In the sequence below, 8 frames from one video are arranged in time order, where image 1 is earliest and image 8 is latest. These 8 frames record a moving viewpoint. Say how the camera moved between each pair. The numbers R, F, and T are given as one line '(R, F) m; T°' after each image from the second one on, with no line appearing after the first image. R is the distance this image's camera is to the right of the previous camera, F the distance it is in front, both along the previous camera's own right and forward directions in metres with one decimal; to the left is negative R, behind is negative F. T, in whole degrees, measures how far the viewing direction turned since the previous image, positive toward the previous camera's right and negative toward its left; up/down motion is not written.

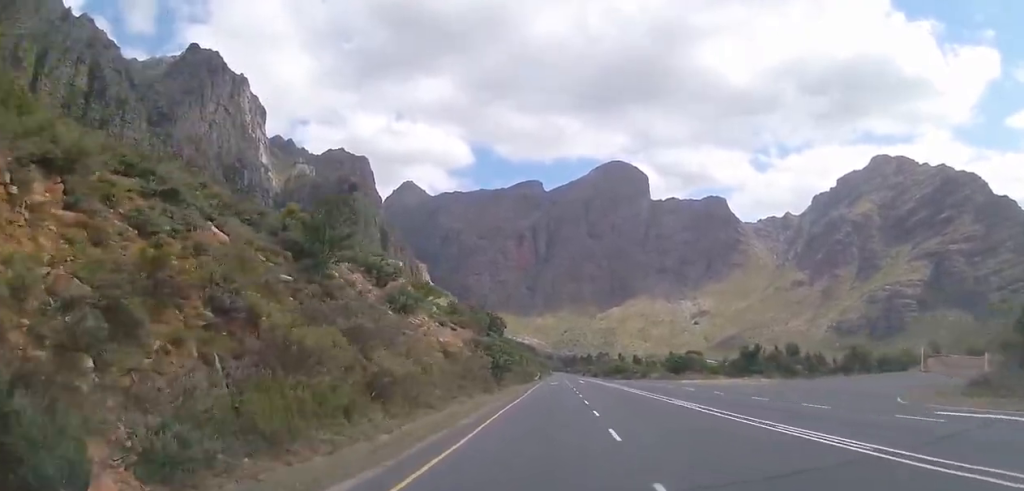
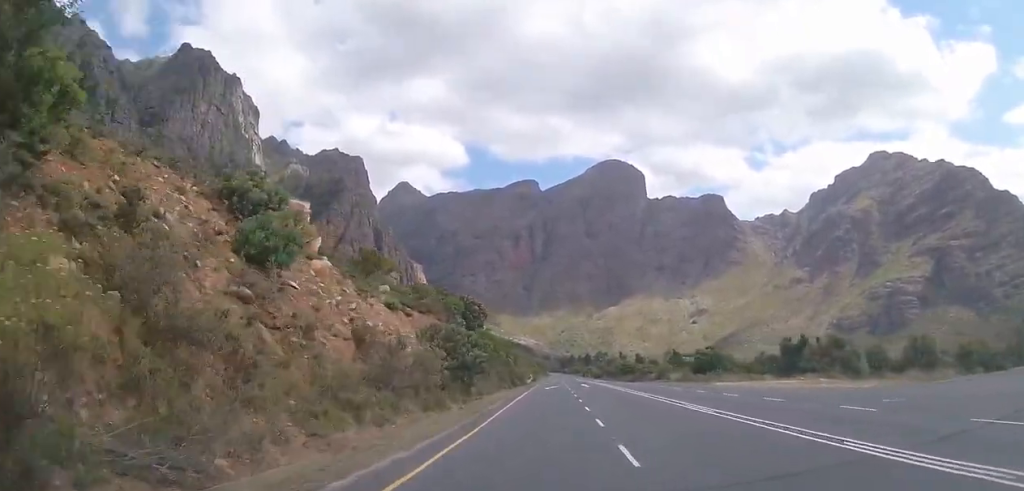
(+0.3, +14.3) m; 0°
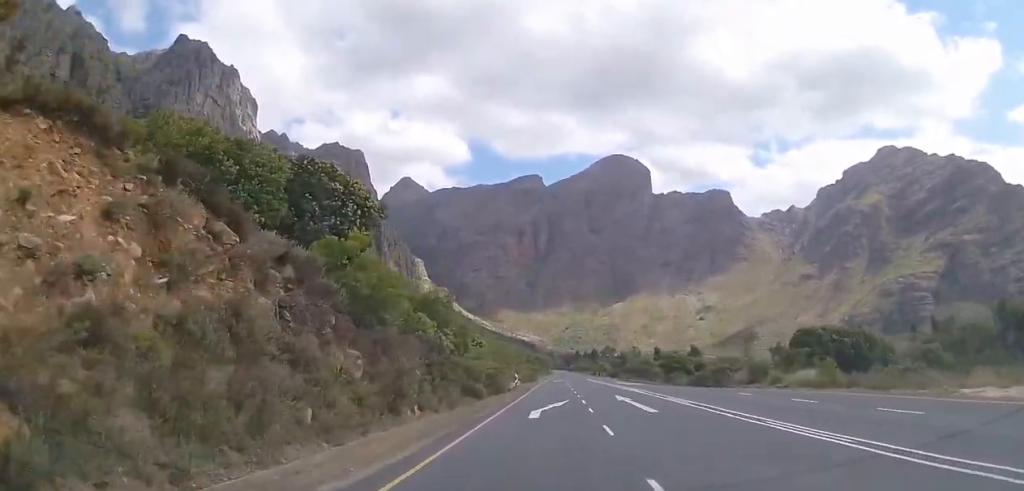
(-0.3, +31.0) m; 0°
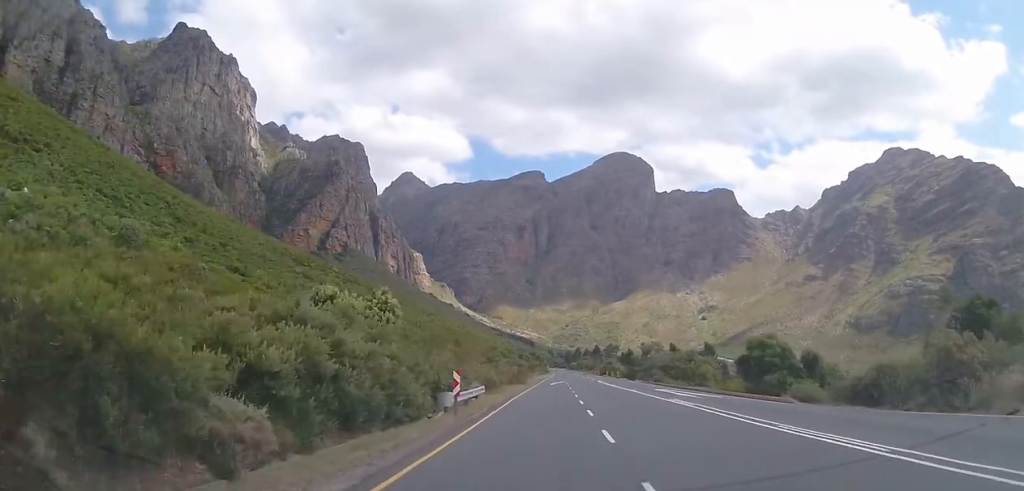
(+0.4, +23.5) m; +1°
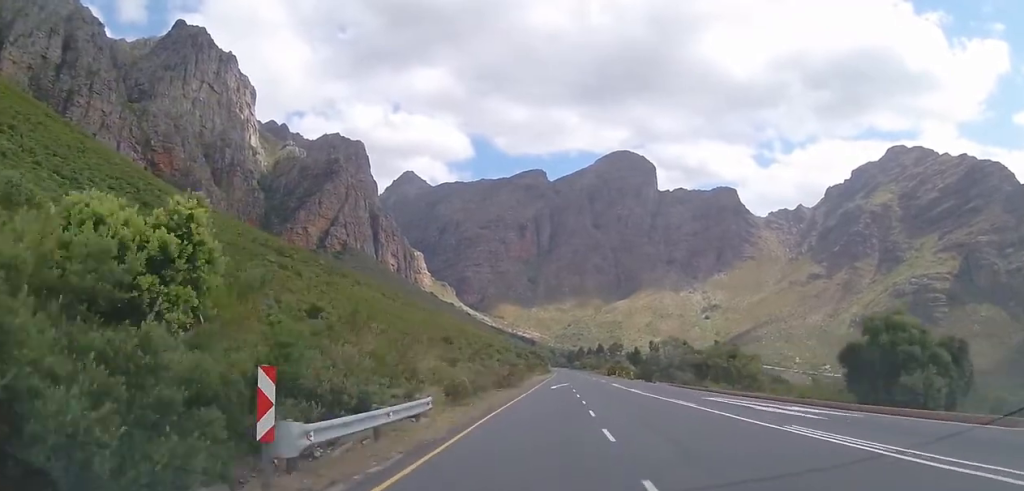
(0.0, +11.1) m; 0°
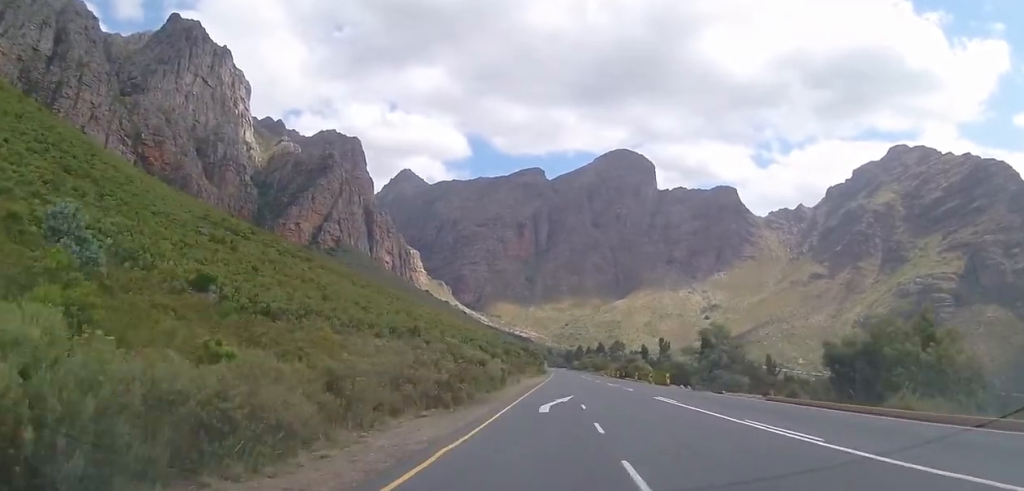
(-0.1, +21.4) m; 0°
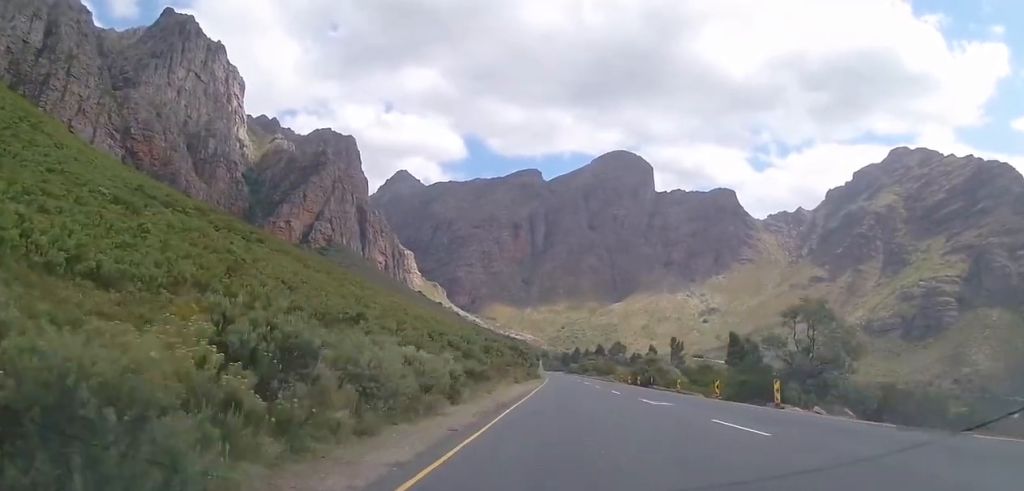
(-0.1, +23.1) m; 0°
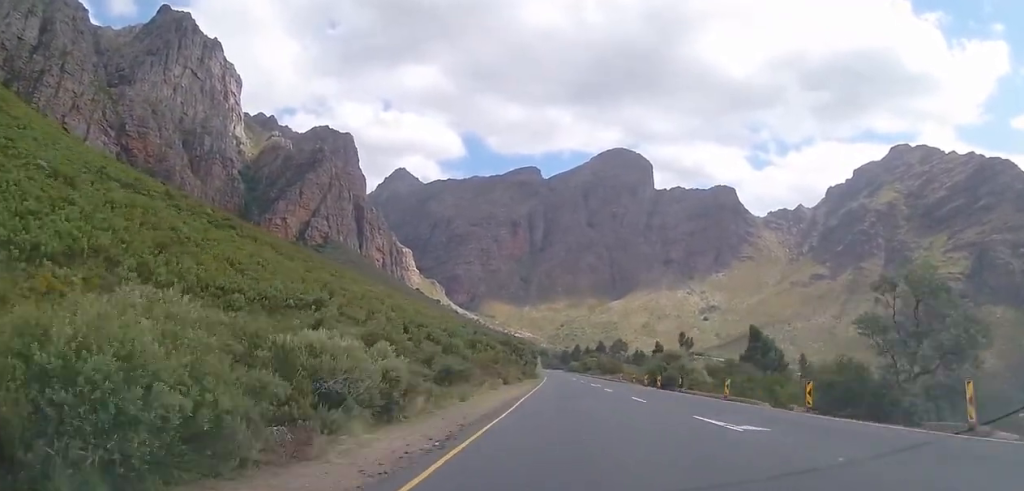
(0.0, +11.2) m; 0°
